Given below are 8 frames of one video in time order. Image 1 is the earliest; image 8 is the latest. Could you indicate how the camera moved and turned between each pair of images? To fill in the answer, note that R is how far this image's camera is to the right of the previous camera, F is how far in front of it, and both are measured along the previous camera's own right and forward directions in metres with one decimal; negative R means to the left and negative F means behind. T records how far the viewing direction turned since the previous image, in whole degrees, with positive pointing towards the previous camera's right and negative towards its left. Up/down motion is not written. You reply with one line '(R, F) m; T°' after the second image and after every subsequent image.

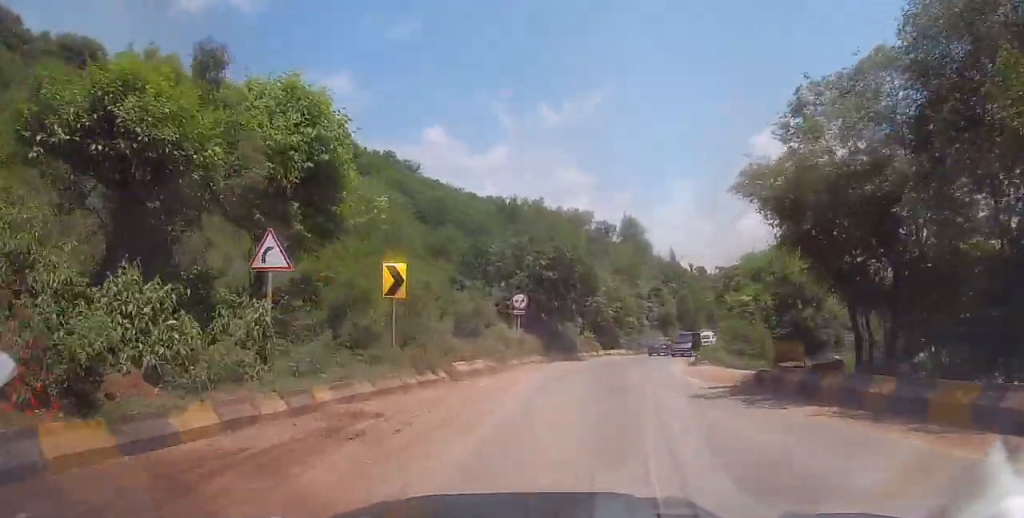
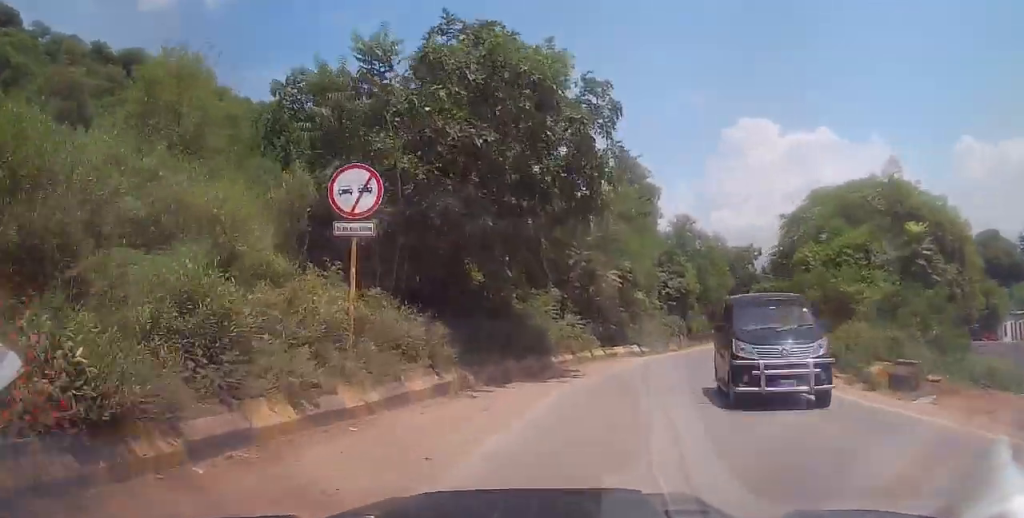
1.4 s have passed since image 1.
(+0.9, +22.8) m; +5°
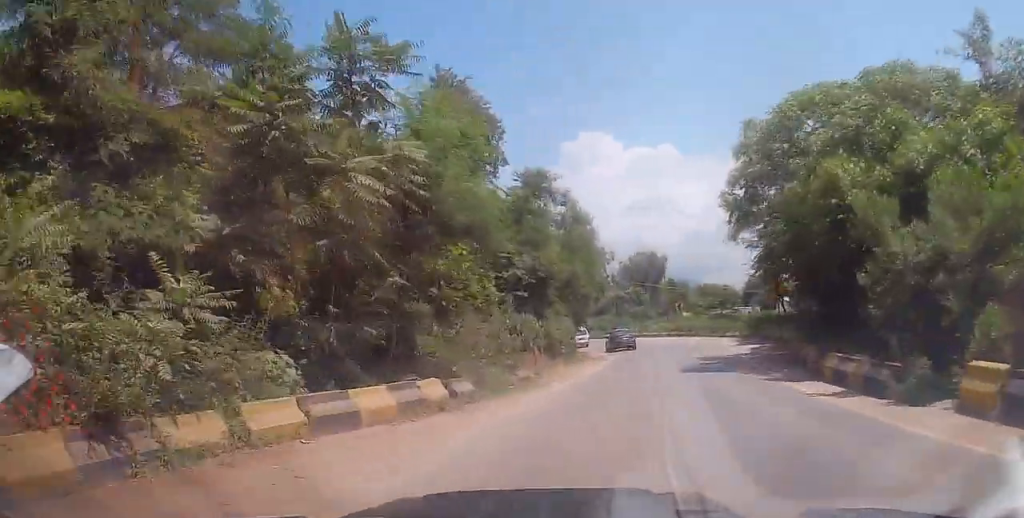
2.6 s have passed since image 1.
(+0.8, +18.6) m; +10°
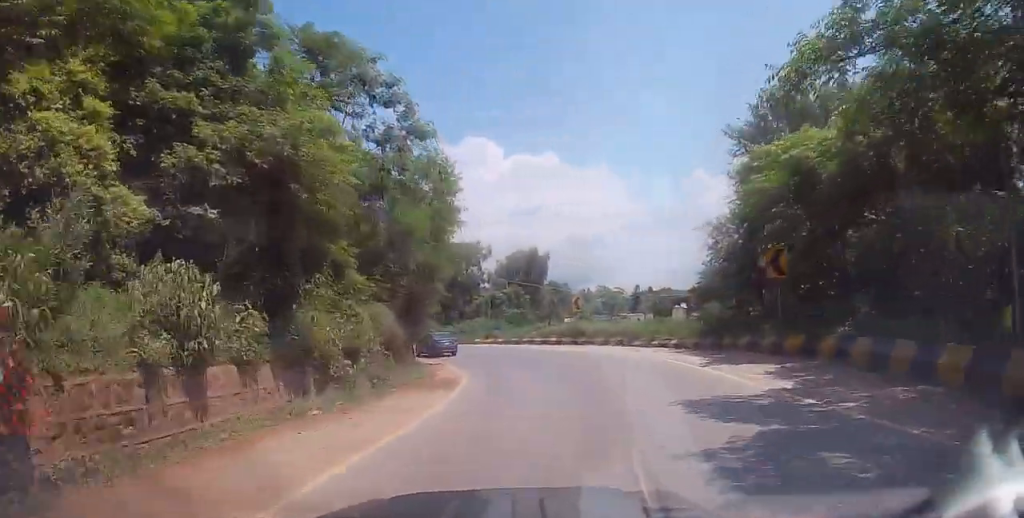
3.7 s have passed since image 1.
(+2.0, +16.1) m; +10°
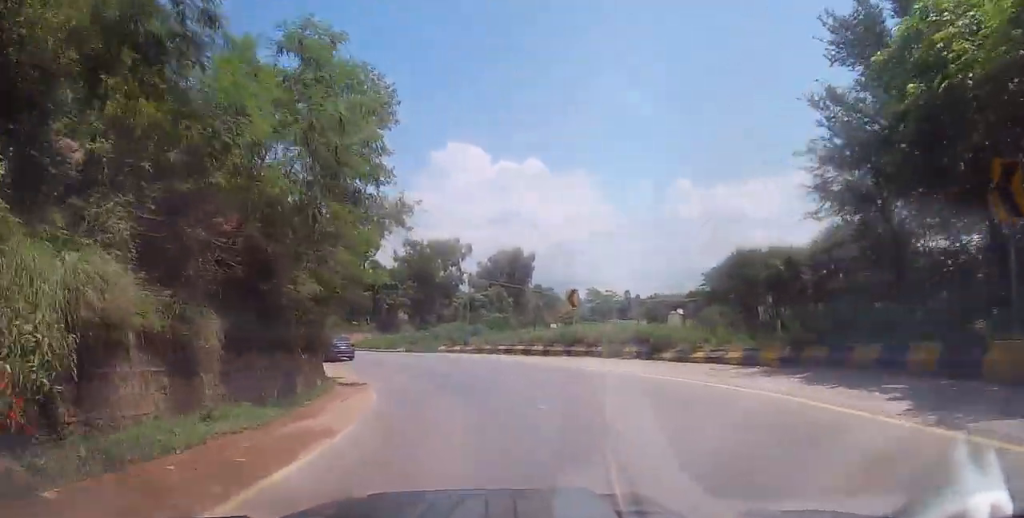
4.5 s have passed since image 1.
(+0.4, +11.1) m; +1°
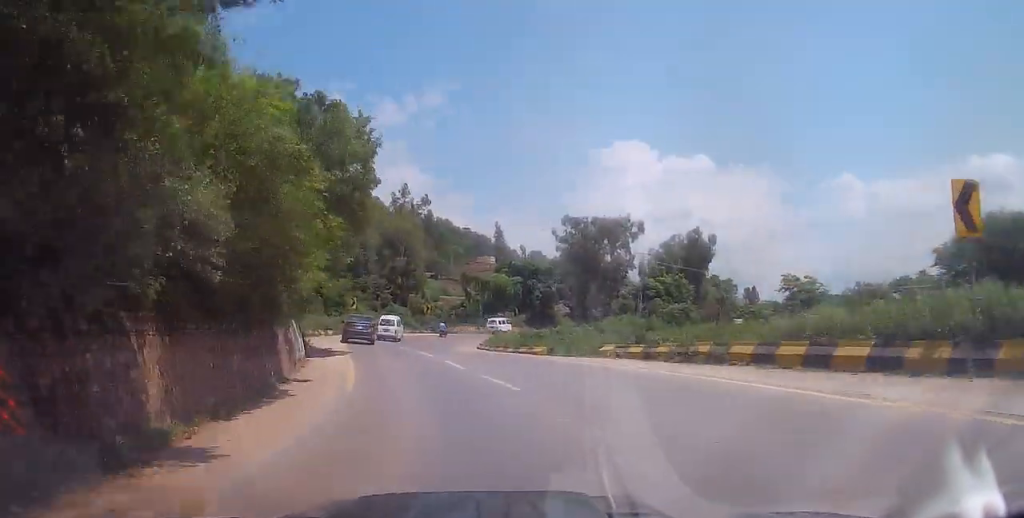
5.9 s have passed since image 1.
(-0.5, +19.6) m; -11°
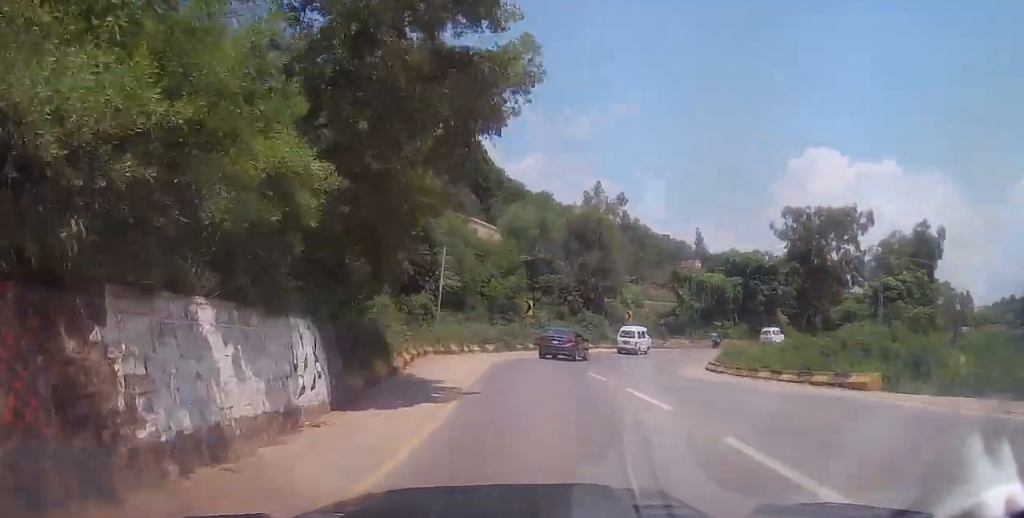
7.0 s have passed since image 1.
(-2.5, +14.7) m; -14°
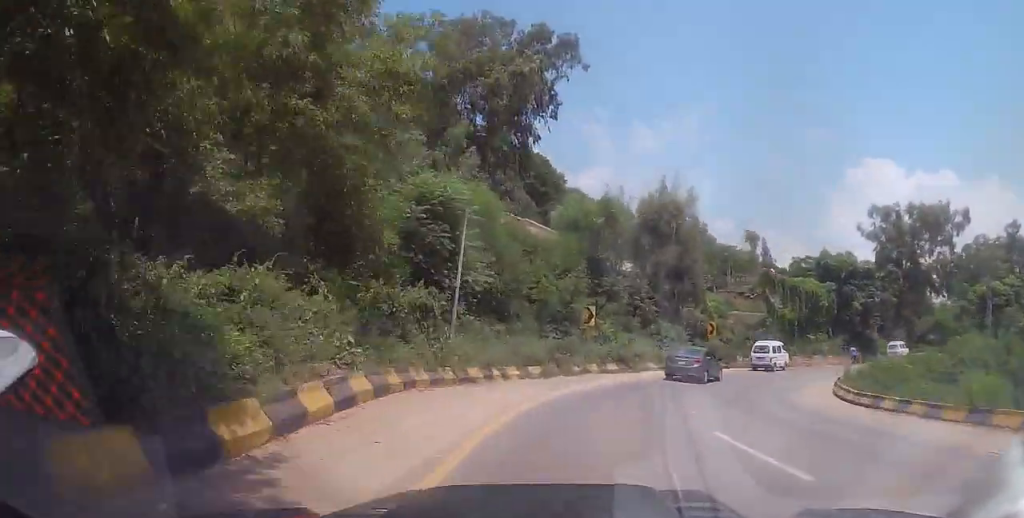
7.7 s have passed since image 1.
(-0.6, +9.9) m; -4°
